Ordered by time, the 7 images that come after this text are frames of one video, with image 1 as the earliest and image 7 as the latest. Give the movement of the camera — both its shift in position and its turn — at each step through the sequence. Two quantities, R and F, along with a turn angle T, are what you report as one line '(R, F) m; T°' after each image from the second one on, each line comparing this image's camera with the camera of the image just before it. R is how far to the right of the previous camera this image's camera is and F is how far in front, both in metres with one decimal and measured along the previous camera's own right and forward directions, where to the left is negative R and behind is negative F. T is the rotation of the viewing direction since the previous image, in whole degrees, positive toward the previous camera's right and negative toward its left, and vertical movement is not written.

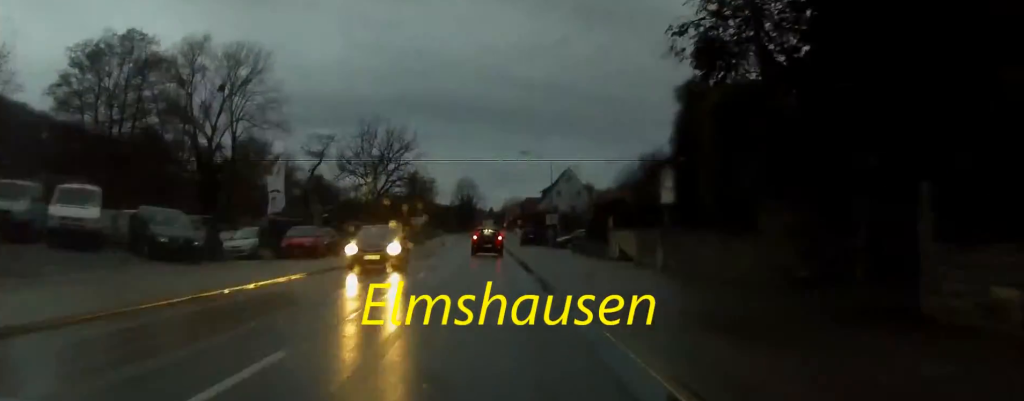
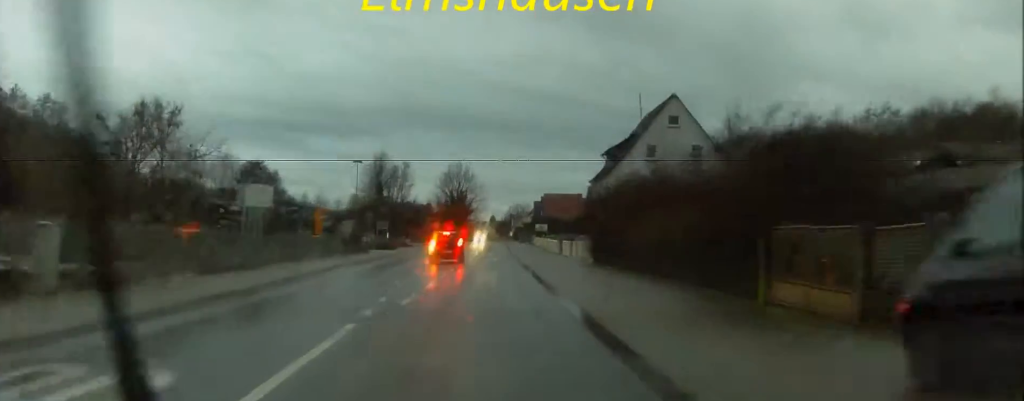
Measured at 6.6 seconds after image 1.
(-0.8, +88.0) m; -1°
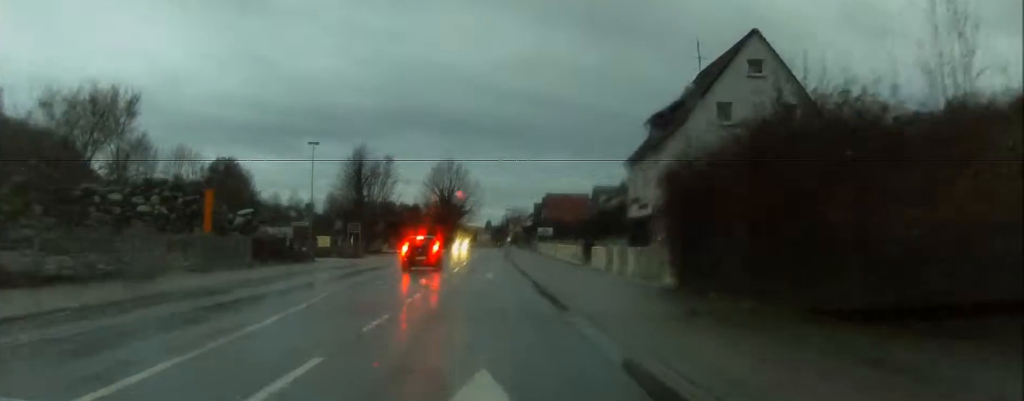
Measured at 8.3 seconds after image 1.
(+0.3, +22.6) m; +1°
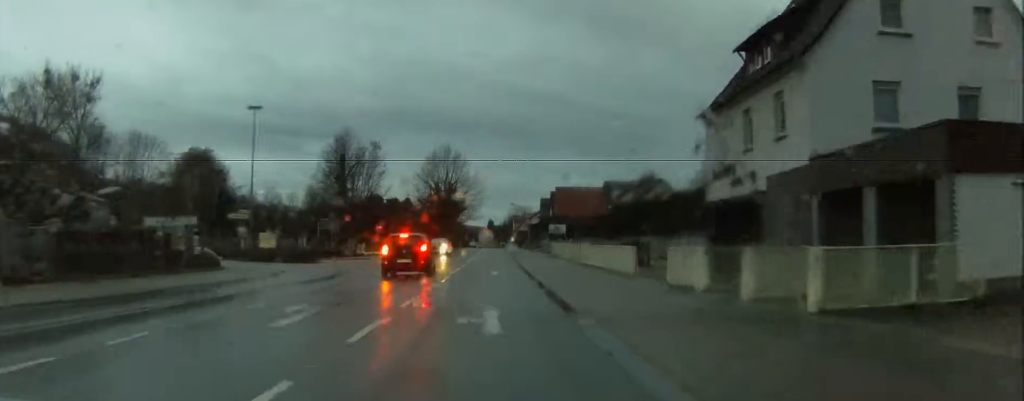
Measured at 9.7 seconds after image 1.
(+0.1, +18.9) m; 0°
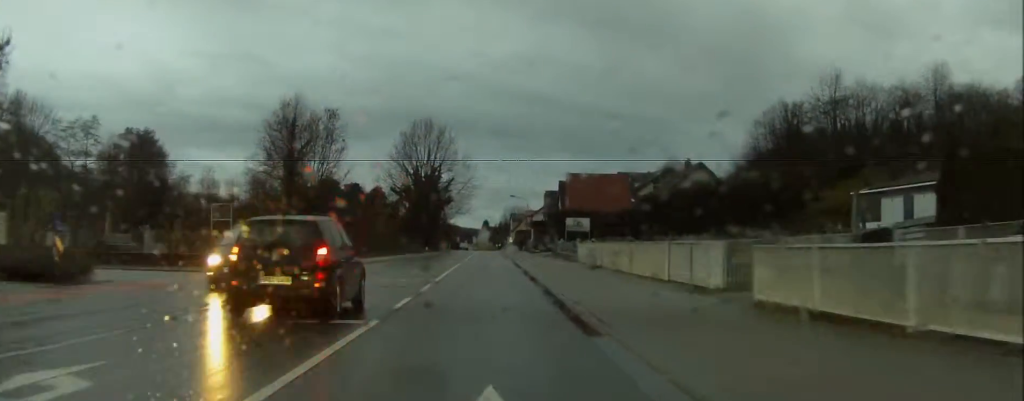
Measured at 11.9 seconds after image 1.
(+0.1, +32.2) m; 0°
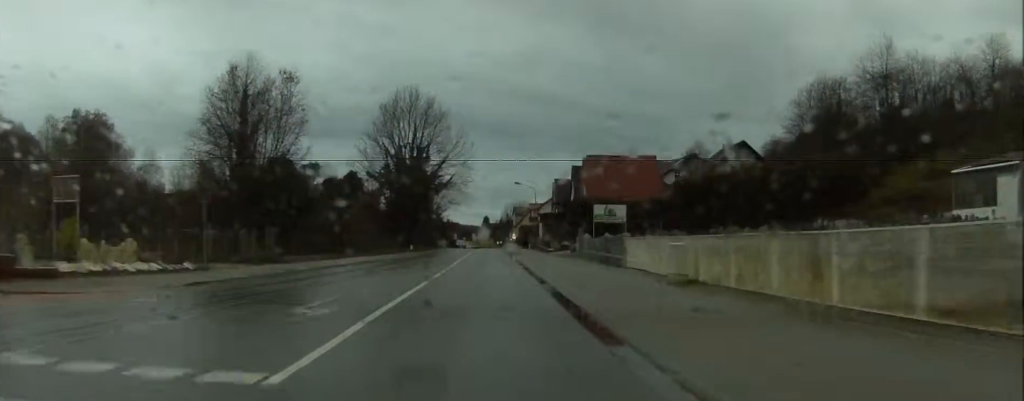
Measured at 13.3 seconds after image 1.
(-0.1, +20.3) m; 0°
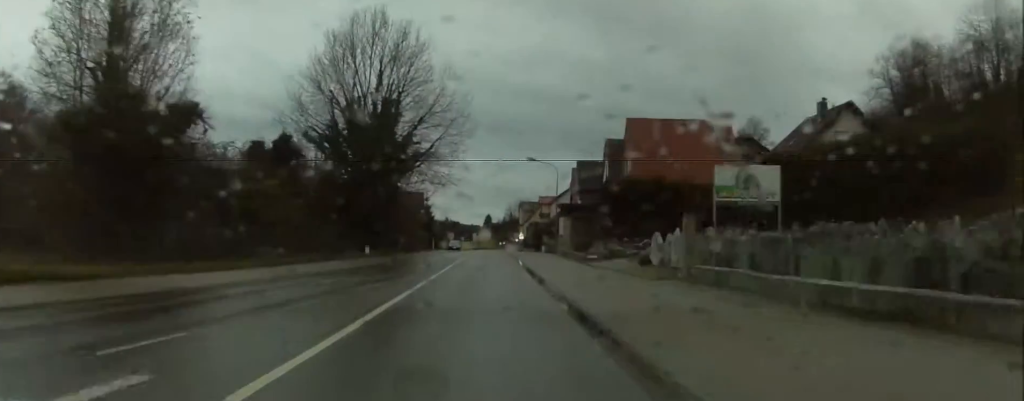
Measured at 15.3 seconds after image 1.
(-0.1, +30.6) m; 0°
